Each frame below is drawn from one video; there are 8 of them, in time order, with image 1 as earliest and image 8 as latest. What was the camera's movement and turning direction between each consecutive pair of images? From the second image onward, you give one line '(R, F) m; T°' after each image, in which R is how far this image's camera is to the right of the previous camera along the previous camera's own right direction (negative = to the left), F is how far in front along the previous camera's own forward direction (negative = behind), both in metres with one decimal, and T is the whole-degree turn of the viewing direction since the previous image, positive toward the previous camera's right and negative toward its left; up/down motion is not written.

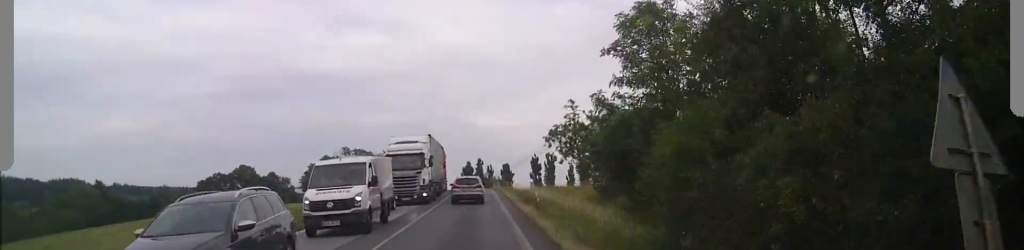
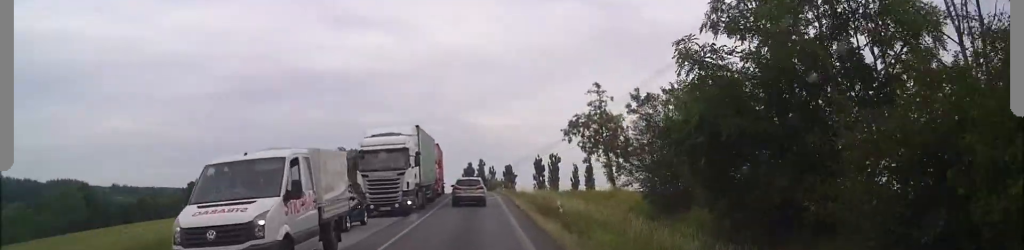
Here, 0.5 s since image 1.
(0.0, +8.3) m; 0°
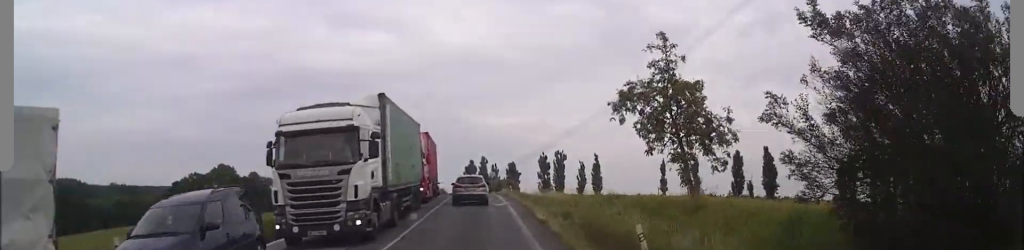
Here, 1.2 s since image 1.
(0.0, +11.5) m; 0°
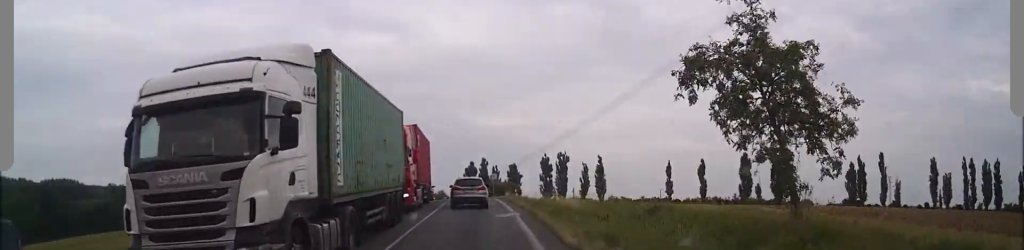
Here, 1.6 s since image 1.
(0.0, +7.0) m; +1°
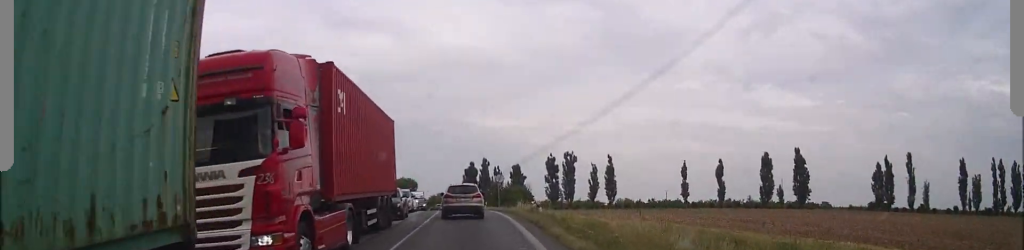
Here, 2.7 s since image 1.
(+0.3, +17.5) m; +2°
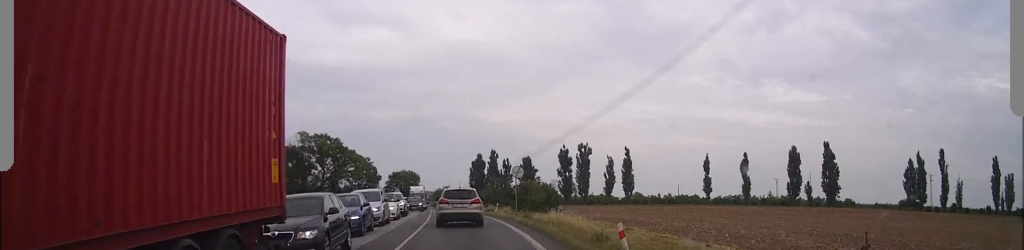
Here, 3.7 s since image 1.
(+0.1, +15.4) m; -2°
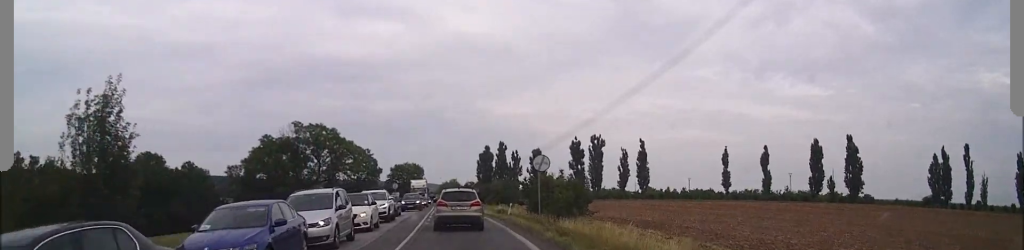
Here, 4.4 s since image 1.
(-0.3, +10.2) m; -2°
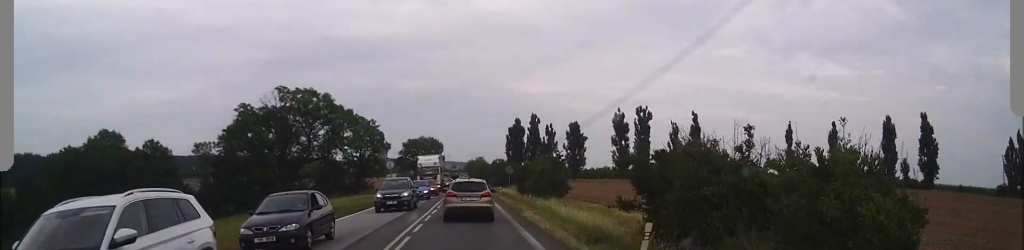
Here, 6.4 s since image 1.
(-0.4, +26.0) m; 0°
